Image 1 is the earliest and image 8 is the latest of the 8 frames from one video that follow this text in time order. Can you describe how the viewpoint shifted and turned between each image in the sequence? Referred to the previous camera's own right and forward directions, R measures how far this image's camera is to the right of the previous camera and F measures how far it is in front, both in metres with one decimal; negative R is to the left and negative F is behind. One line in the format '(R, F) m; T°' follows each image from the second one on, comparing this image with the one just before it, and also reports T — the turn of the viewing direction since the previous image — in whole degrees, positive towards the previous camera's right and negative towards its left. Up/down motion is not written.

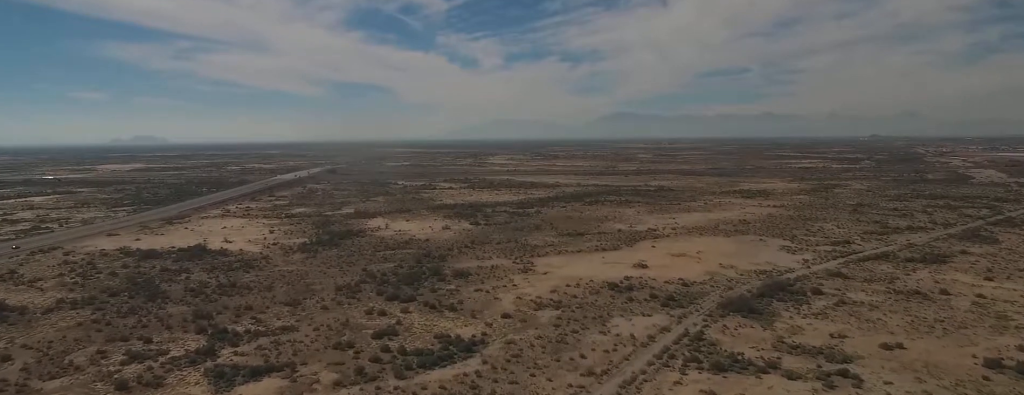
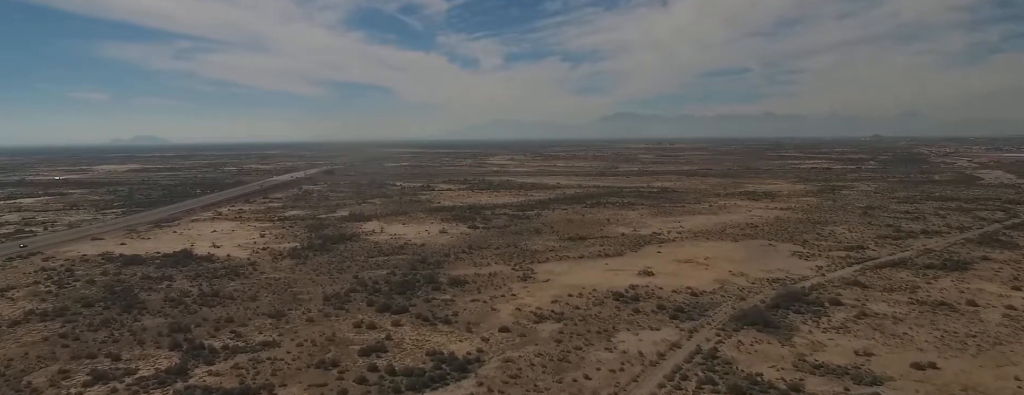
(0.0, +11.8) m; 0°
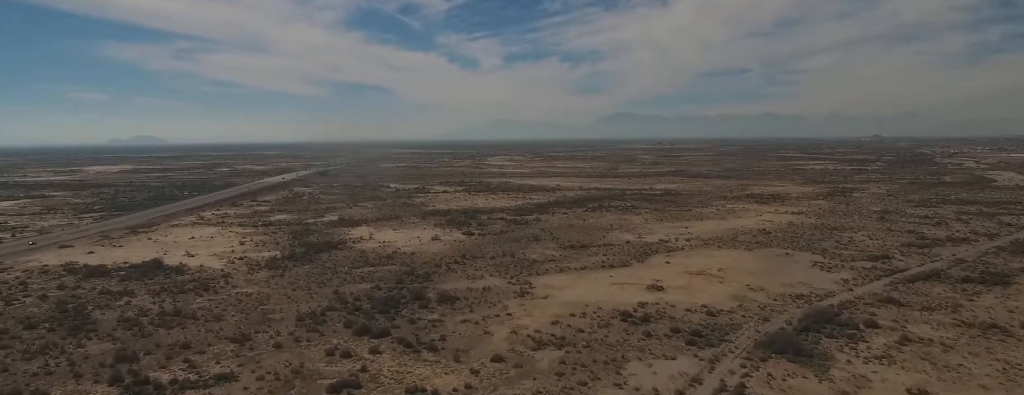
(+0.1, +20.9) m; +1°
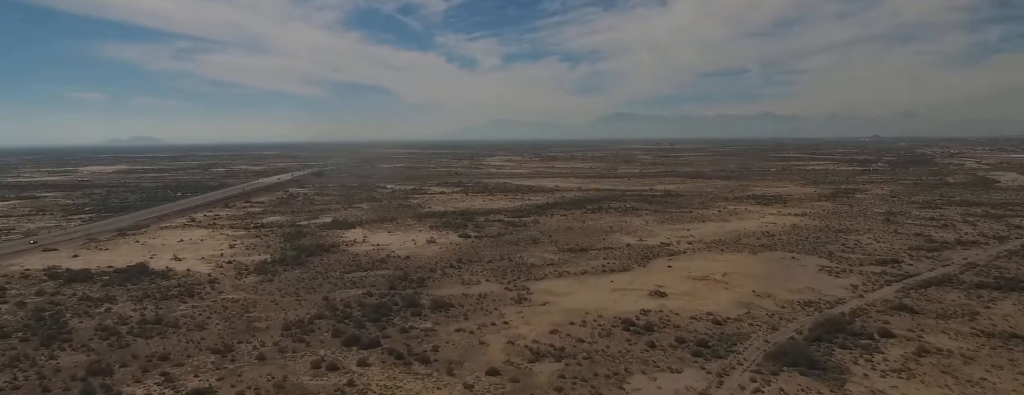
(0.0, +8.1) m; 0°
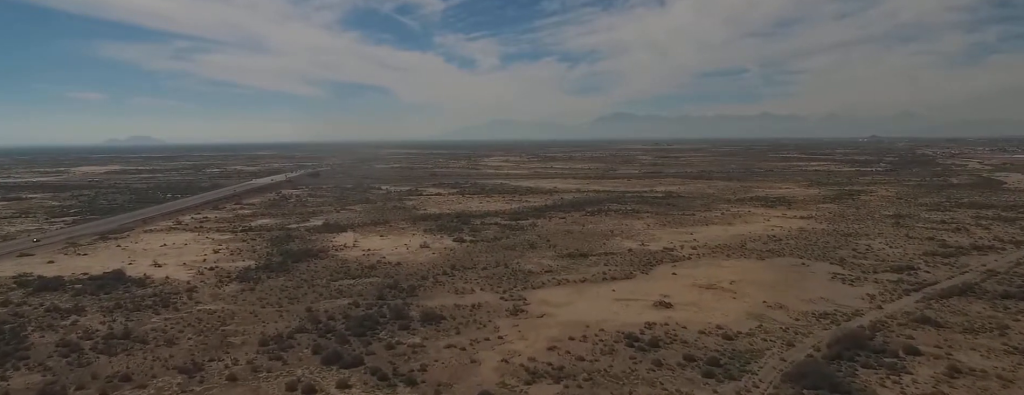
(+0.1, +12.5) m; +1°
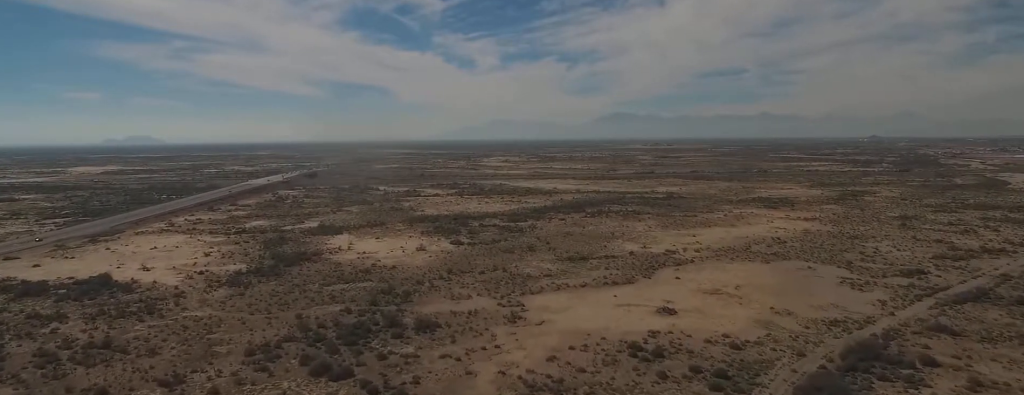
(0.0, +7.0) m; 0°
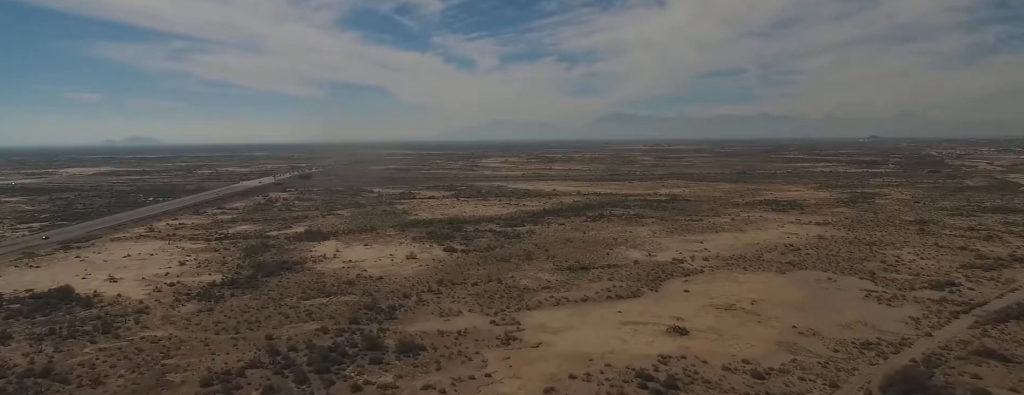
(0.0, +18.5) m; 0°
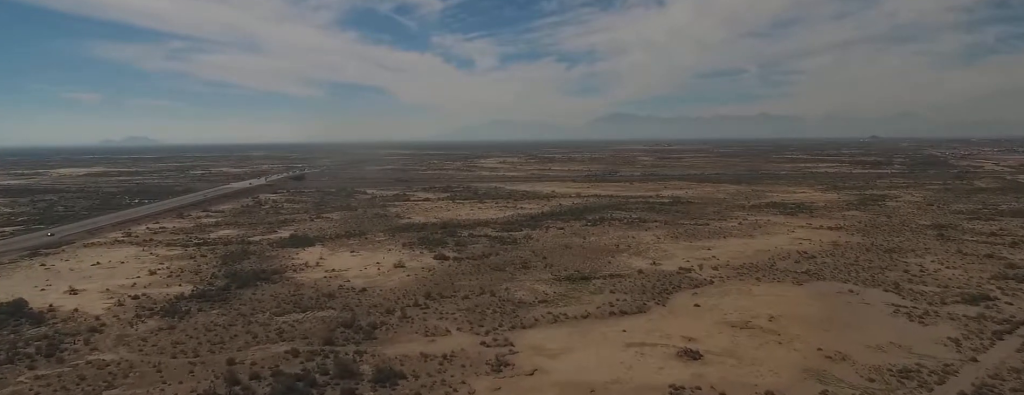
(0.0, +18.5) m; 0°
